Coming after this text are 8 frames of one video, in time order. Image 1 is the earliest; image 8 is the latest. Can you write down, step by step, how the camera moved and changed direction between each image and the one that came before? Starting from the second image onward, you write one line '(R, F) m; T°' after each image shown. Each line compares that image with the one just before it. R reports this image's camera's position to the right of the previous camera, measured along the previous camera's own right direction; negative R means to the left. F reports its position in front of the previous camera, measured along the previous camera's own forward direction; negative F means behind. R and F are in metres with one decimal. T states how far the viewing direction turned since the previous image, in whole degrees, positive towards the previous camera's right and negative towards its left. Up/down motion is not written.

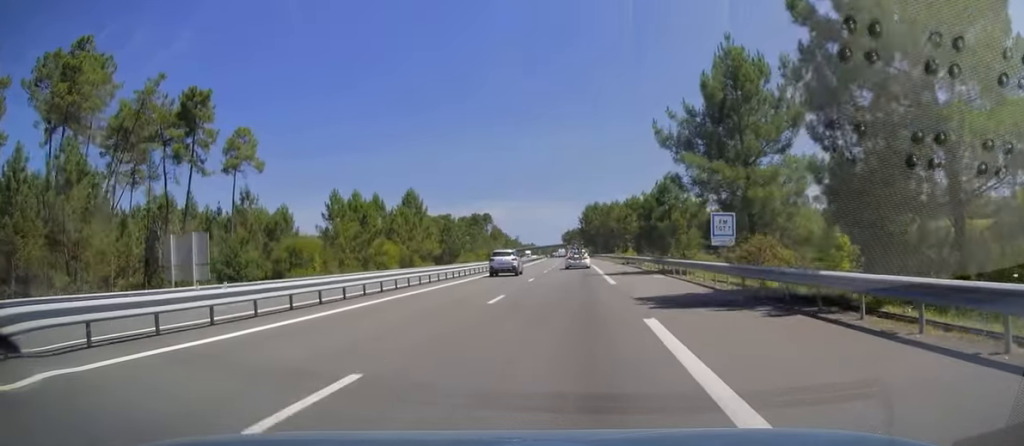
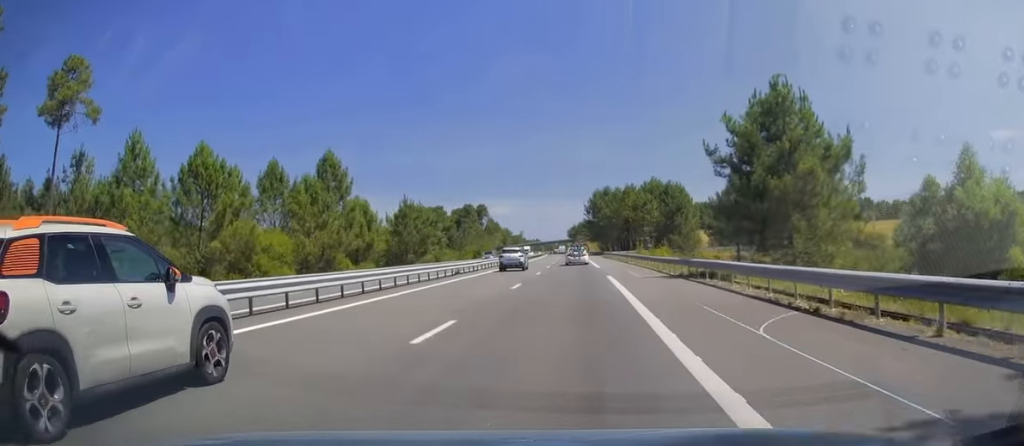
(-0.3, +34.5) m; -1°
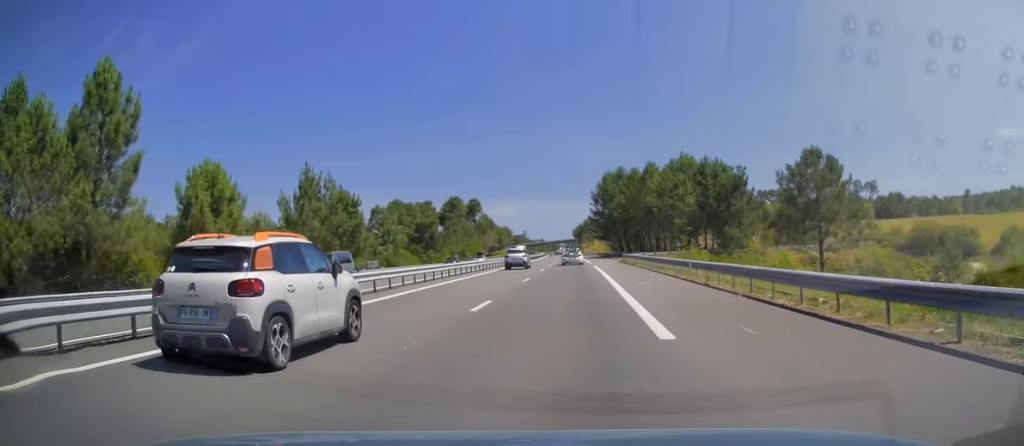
(-0.1, +34.4) m; 0°
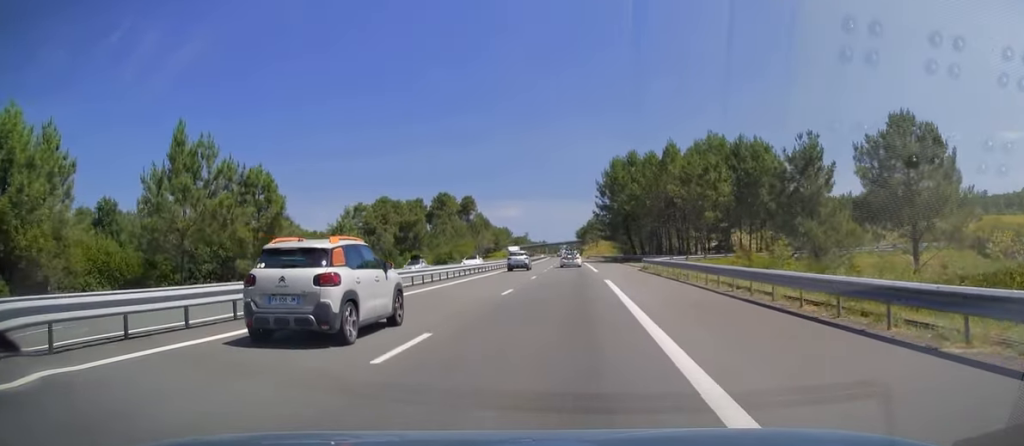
(-0.1, +20.2) m; 0°
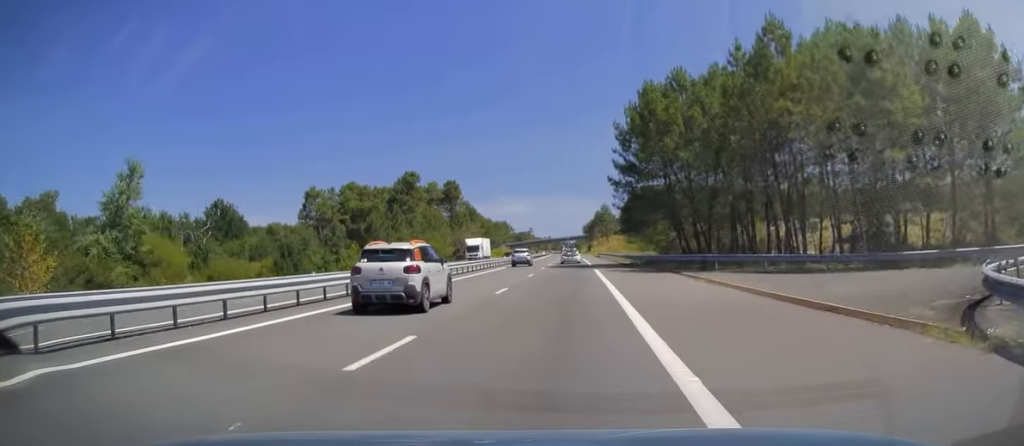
(-0.4, +40.3) m; -1°
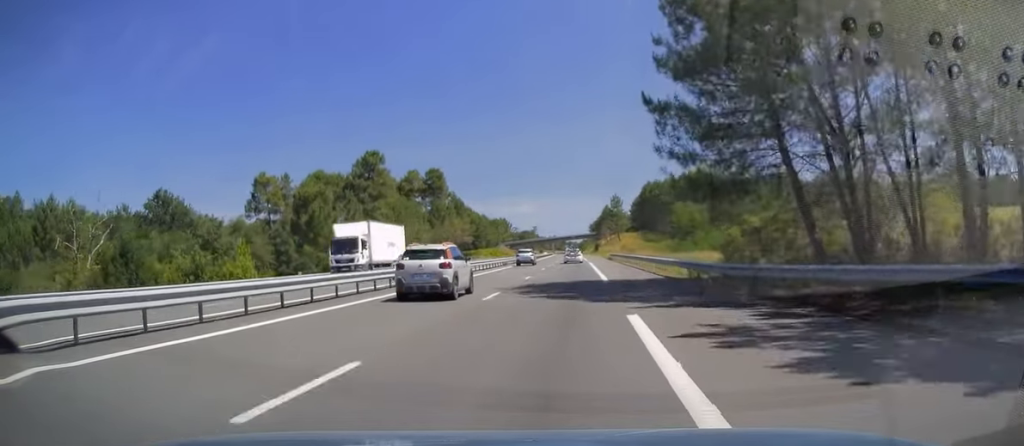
(0.0, +29.0) m; 0°
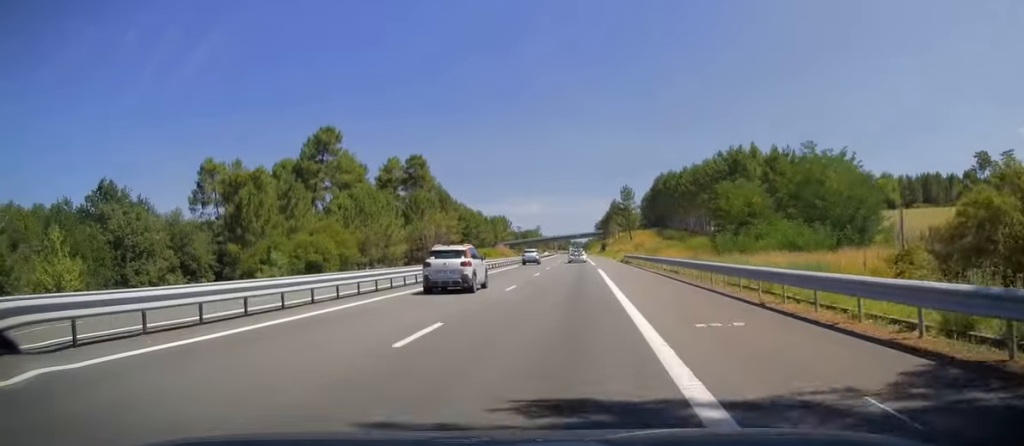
(-0.1, +22.2) m; 0°
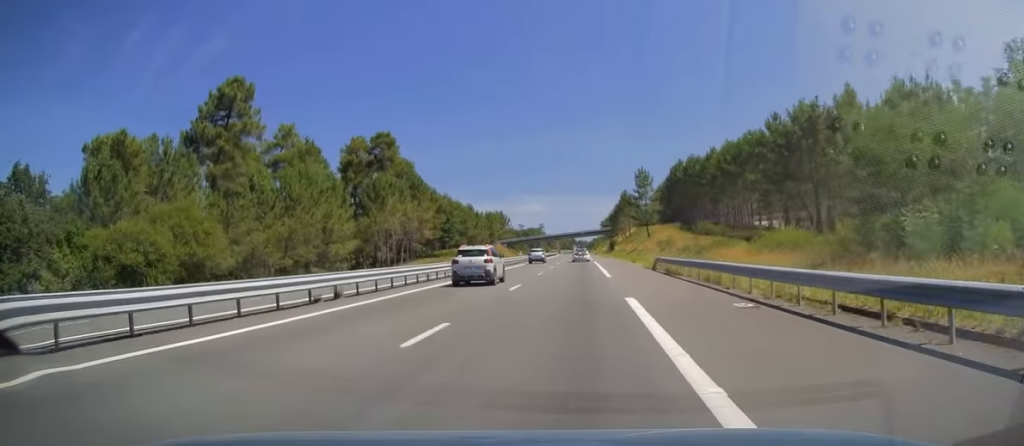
(-0.2, +26.6) m; -1°
